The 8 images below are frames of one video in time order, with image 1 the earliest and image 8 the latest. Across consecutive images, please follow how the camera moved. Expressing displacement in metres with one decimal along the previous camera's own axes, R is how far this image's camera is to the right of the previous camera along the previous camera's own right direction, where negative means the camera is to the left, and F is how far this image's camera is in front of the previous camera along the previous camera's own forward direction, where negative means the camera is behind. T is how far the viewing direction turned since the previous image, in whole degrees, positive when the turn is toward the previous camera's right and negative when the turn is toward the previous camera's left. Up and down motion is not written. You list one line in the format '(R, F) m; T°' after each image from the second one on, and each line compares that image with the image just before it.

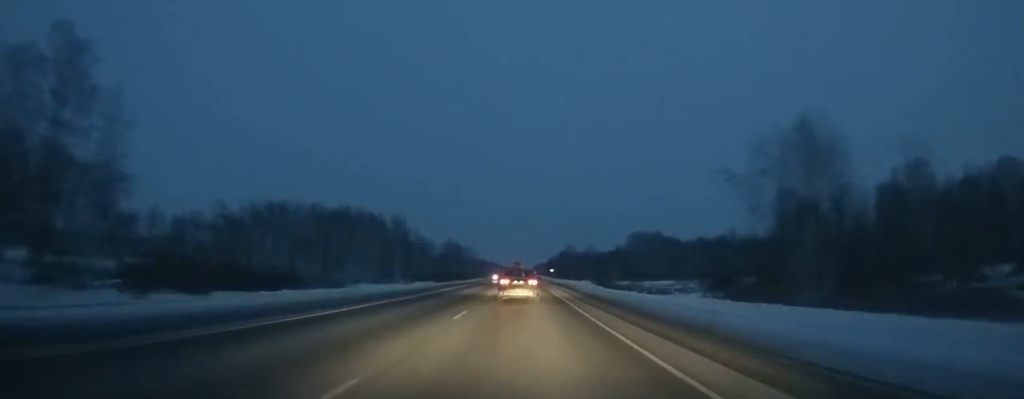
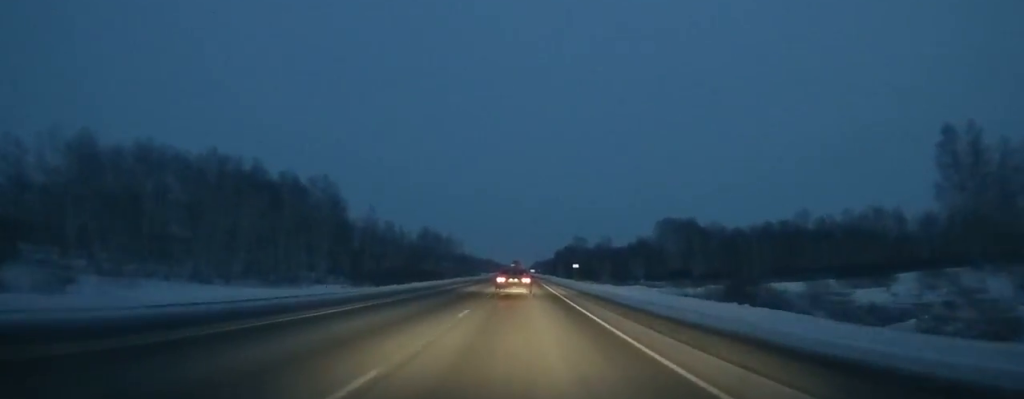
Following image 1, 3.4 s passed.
(+0.1, +71.6) m; 0°
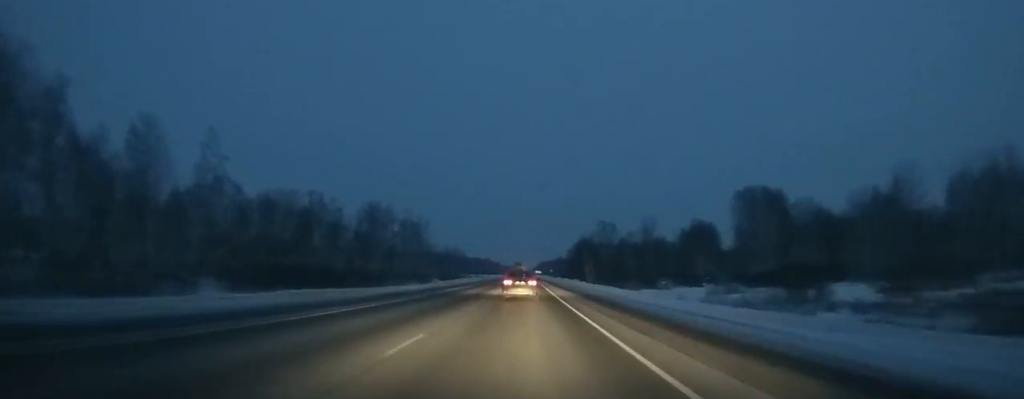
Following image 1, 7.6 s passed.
(+0.1, +90.4) m; 0°
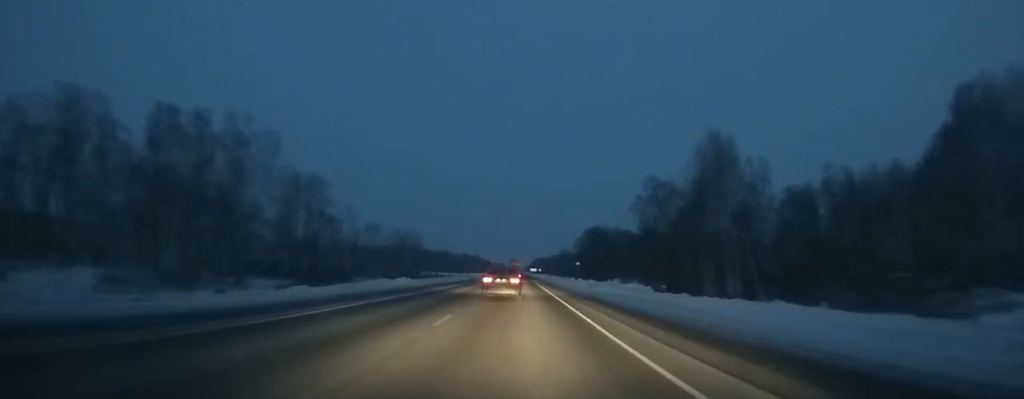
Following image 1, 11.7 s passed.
(+0.6, +88.5) m; 0°
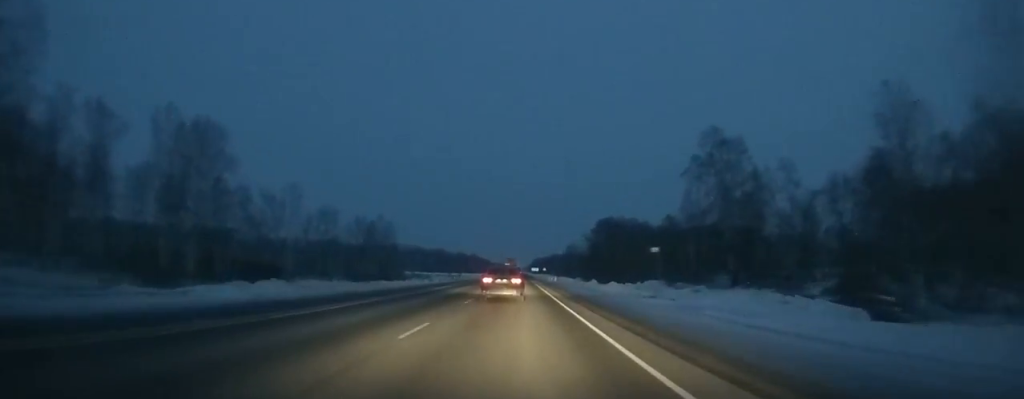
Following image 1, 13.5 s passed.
(+0.1, +38.5) m; 0°
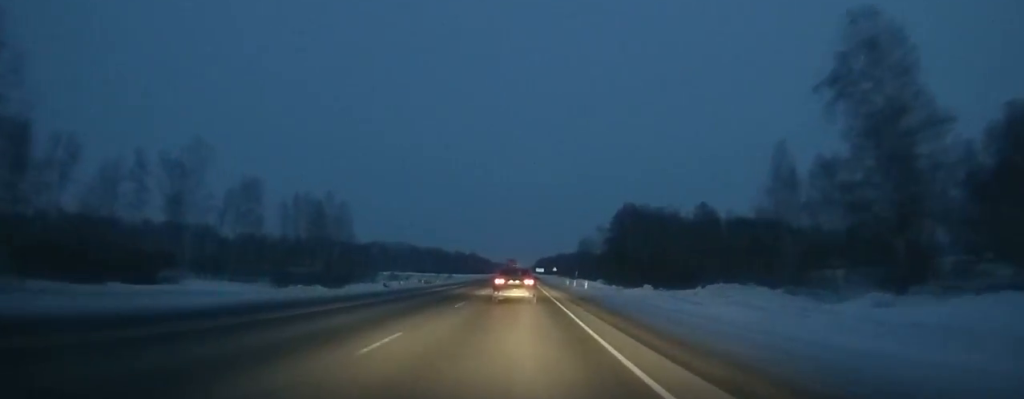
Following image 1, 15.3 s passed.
(-0.3, +38.0) m; 0°
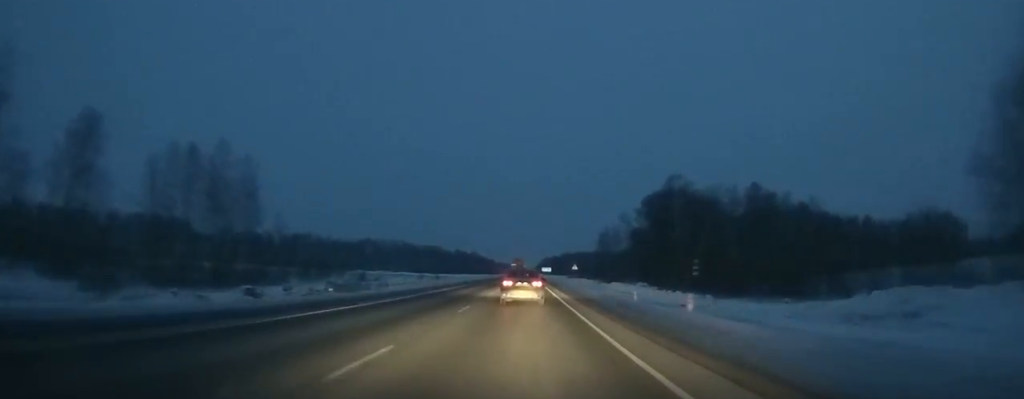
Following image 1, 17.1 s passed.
(-0.1, +37.8) m; 0°
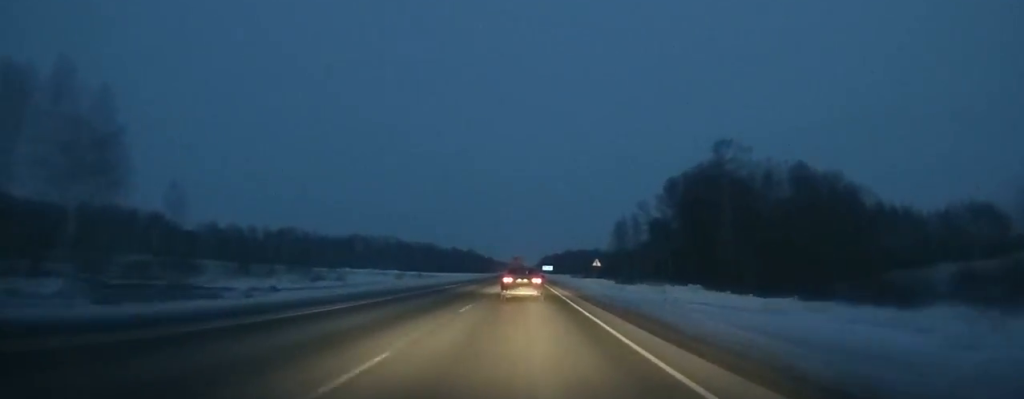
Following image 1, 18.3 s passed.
(0.0, +25.0) m; 0°
